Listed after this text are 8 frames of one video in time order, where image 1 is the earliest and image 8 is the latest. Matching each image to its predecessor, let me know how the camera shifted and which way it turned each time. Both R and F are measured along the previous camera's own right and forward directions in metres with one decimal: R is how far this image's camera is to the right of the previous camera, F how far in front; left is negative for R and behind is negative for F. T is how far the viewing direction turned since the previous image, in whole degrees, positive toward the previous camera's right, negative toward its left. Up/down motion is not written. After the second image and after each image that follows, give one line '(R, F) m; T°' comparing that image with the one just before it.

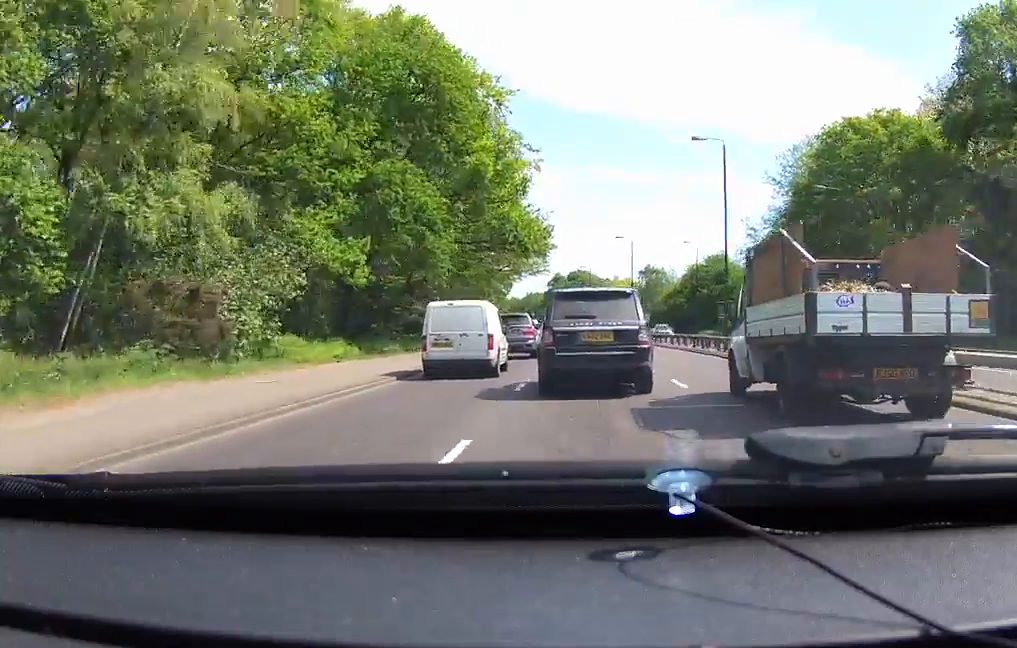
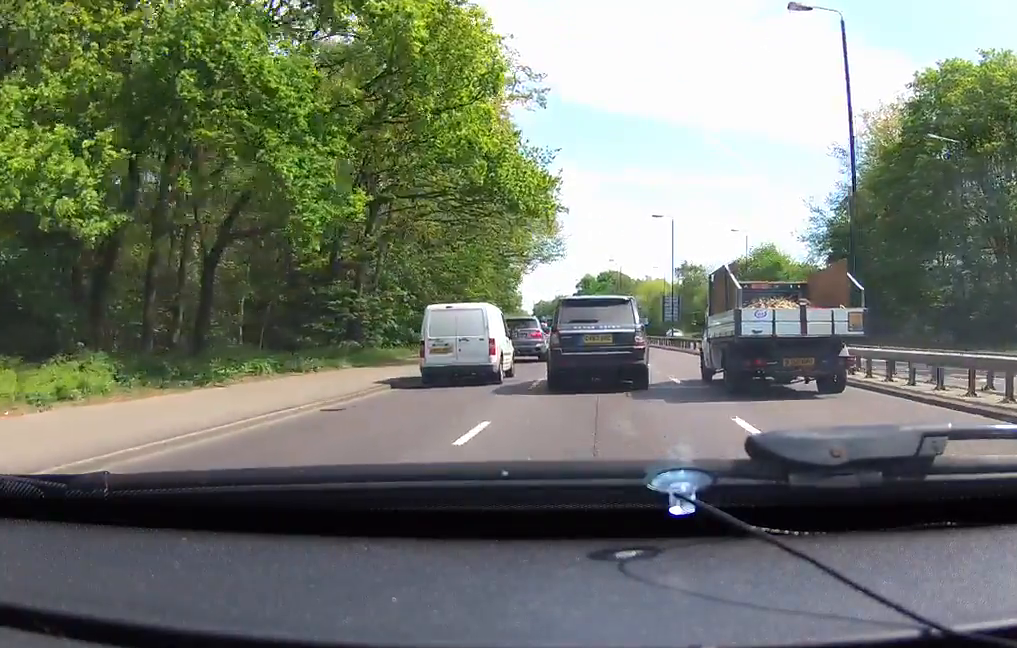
(-0.6, +14.5) m; -4°
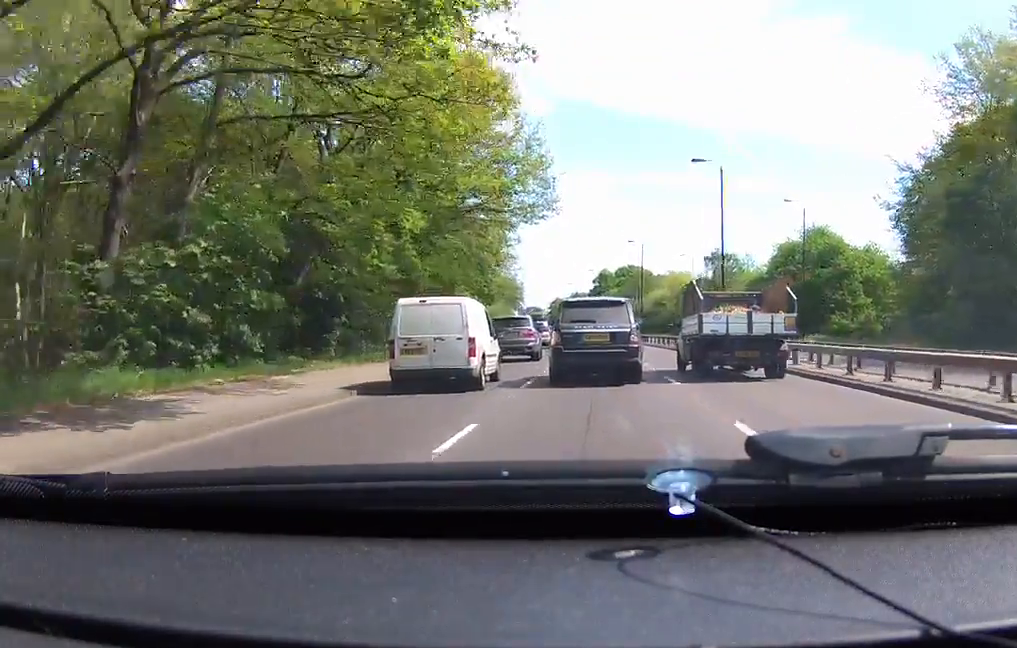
(-0.3, +16.5) m; 0°
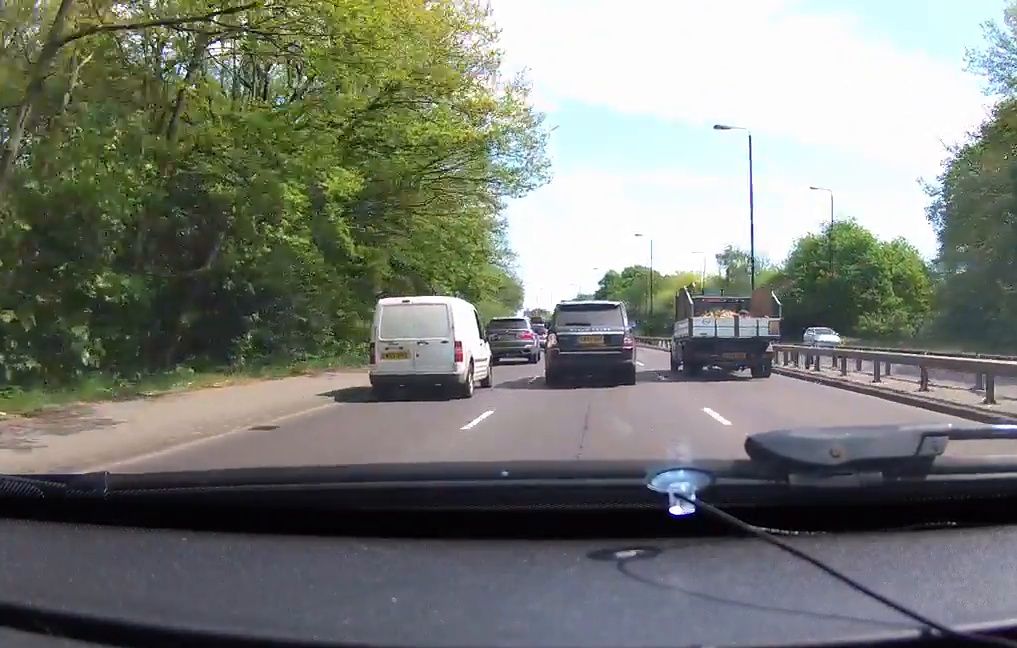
(+0.1, +6.4) m; 0°
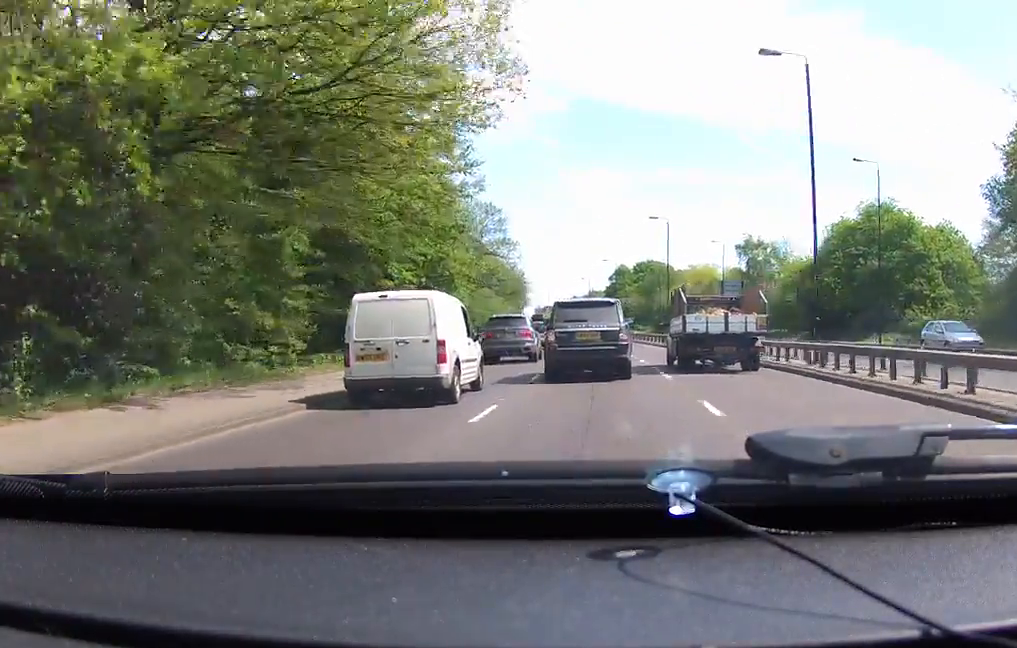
(+0.2, +7.9) m; 0°
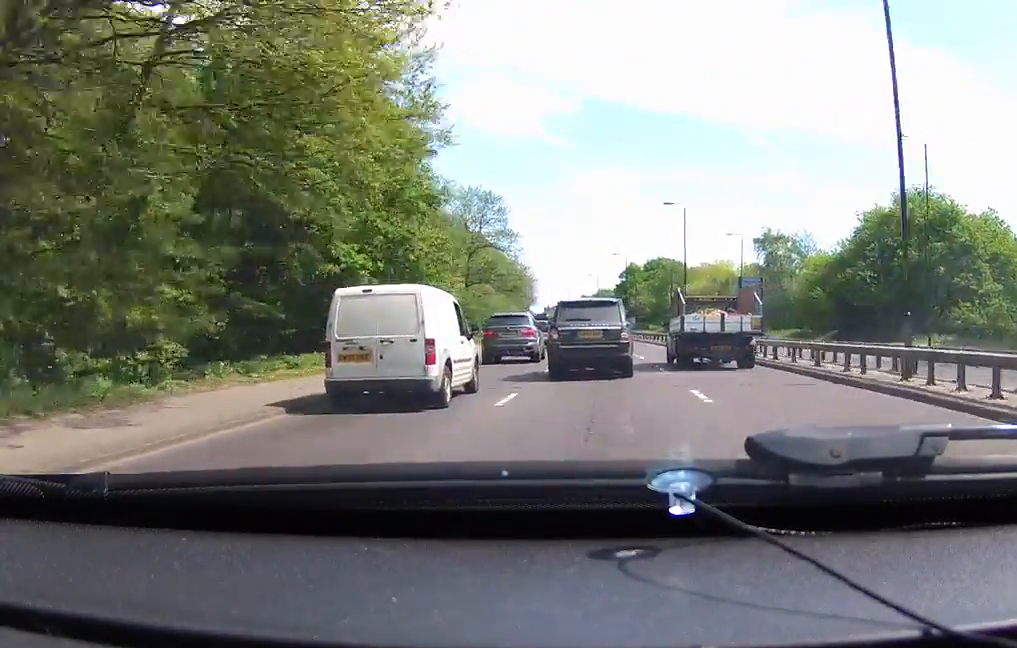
(-0.1, +6.3) m; -1°
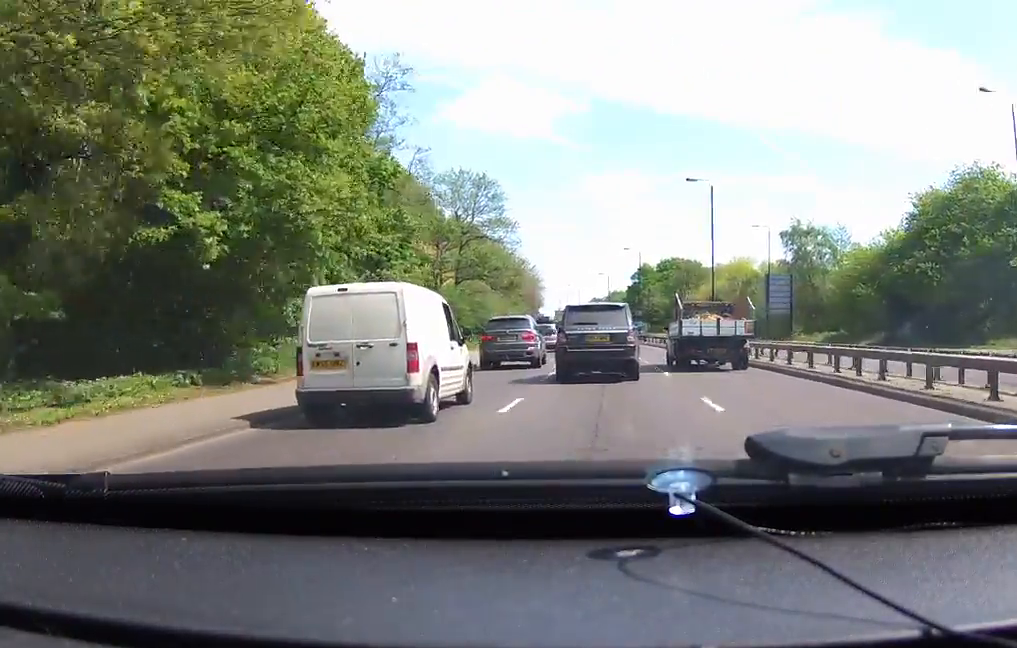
(-0.2, +9.1) m; -1°
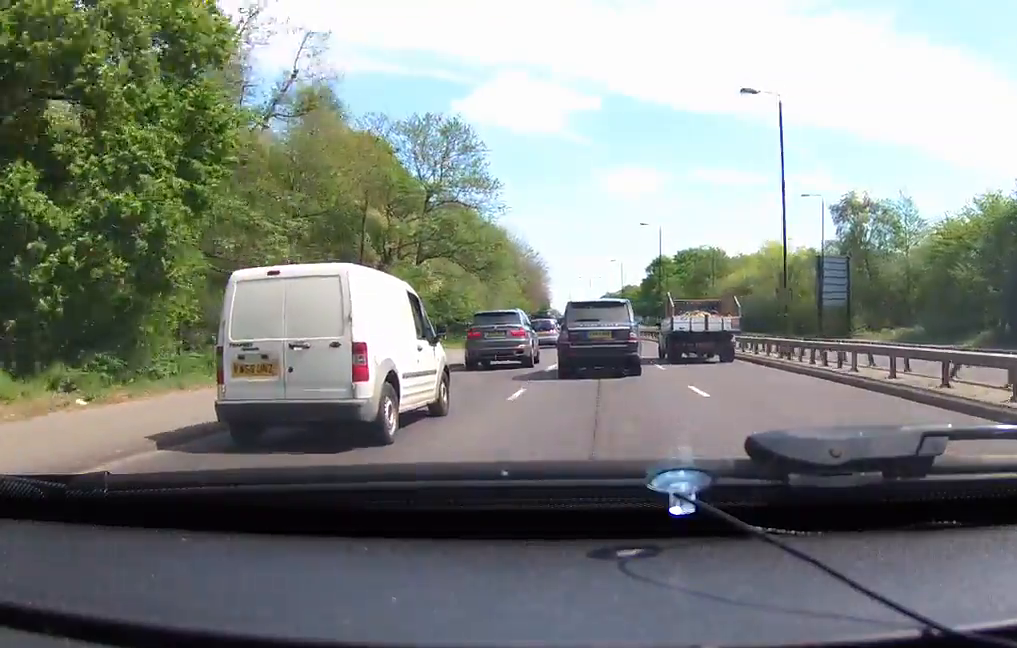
(-0.2, +15.6) m; -3°
